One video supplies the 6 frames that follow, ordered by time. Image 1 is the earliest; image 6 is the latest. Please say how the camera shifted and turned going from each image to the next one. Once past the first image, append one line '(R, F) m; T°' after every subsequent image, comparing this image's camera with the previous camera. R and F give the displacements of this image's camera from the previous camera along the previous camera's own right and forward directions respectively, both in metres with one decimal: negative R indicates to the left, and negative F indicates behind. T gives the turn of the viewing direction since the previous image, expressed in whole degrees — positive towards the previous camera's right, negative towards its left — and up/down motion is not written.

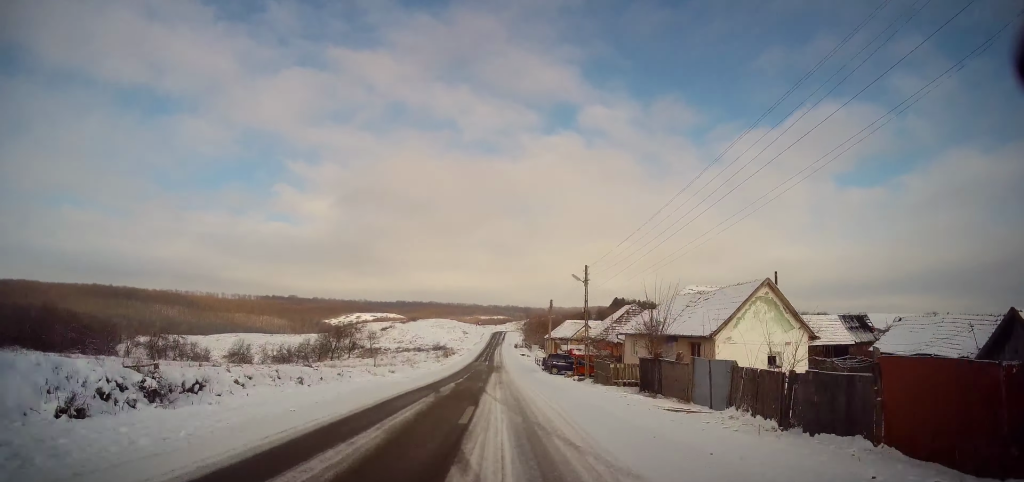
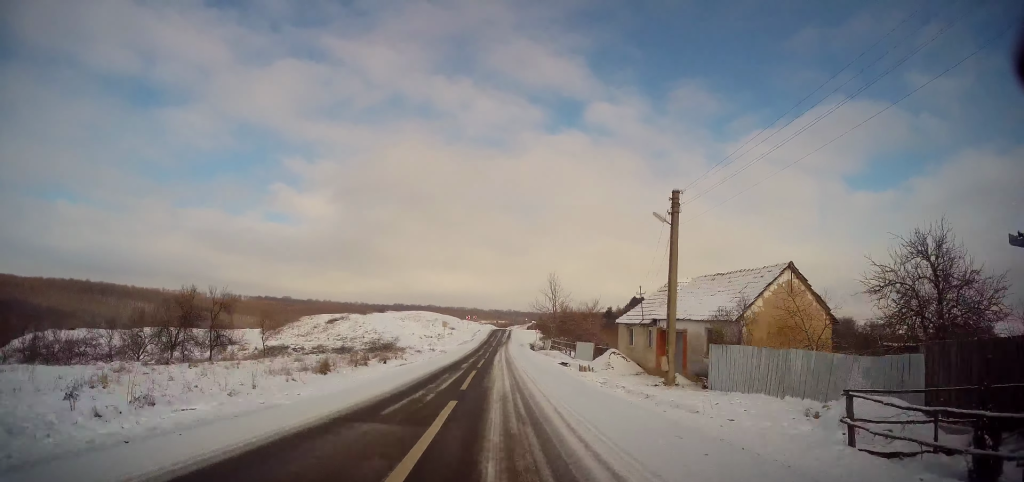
(-0.7, +50.7) m; 0°
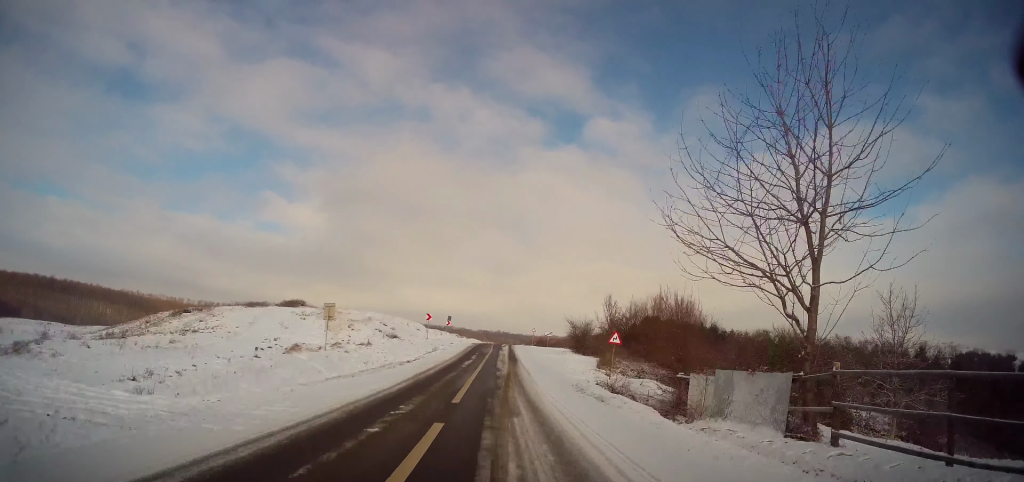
(0.0, +51.5) m; +2°
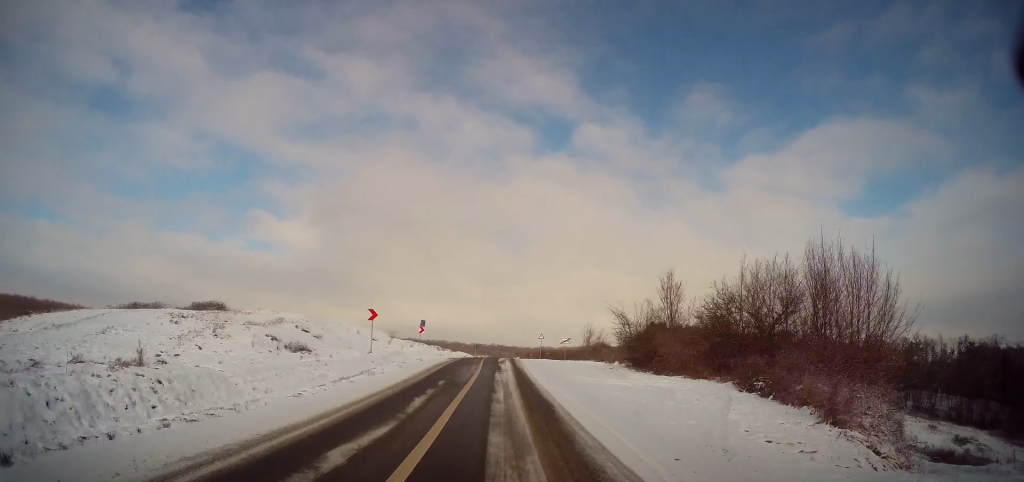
(0.0, +22.3) m; 0°
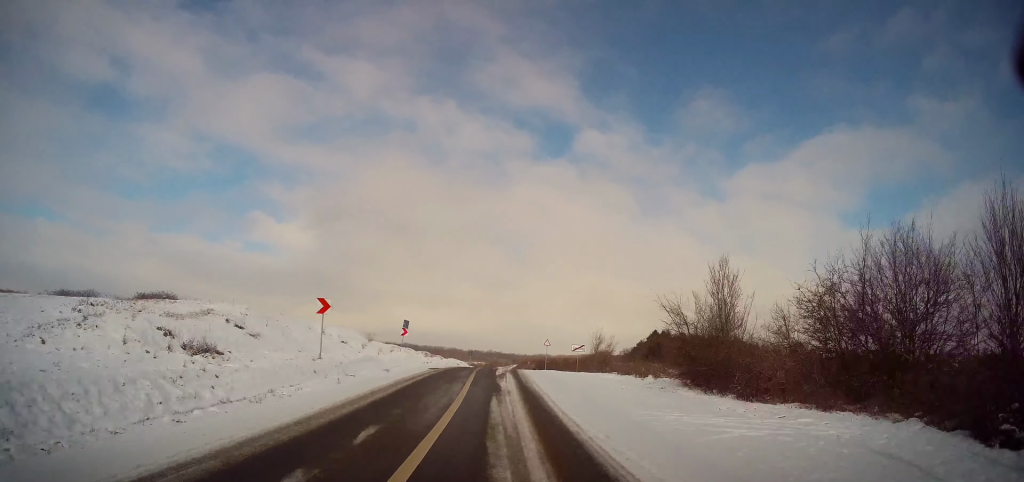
(0.0, +9.0) m; 0°
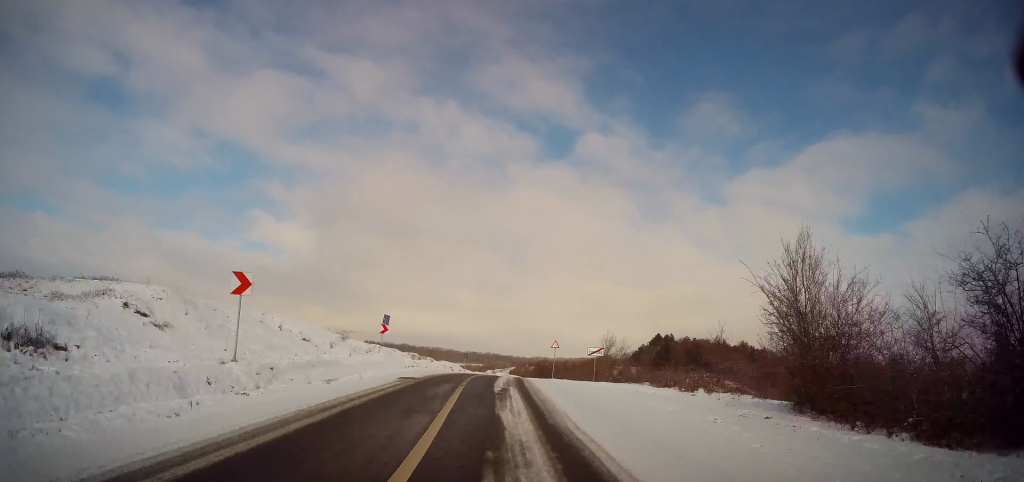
(0.0, +7.7) m; 0°
